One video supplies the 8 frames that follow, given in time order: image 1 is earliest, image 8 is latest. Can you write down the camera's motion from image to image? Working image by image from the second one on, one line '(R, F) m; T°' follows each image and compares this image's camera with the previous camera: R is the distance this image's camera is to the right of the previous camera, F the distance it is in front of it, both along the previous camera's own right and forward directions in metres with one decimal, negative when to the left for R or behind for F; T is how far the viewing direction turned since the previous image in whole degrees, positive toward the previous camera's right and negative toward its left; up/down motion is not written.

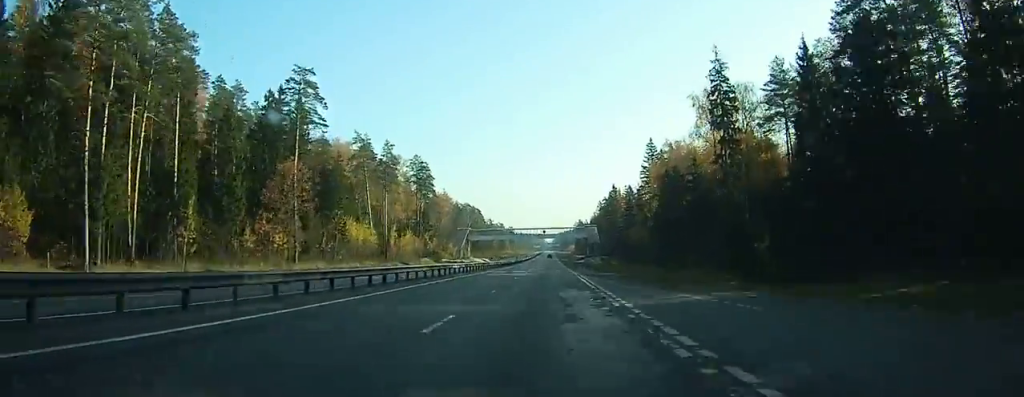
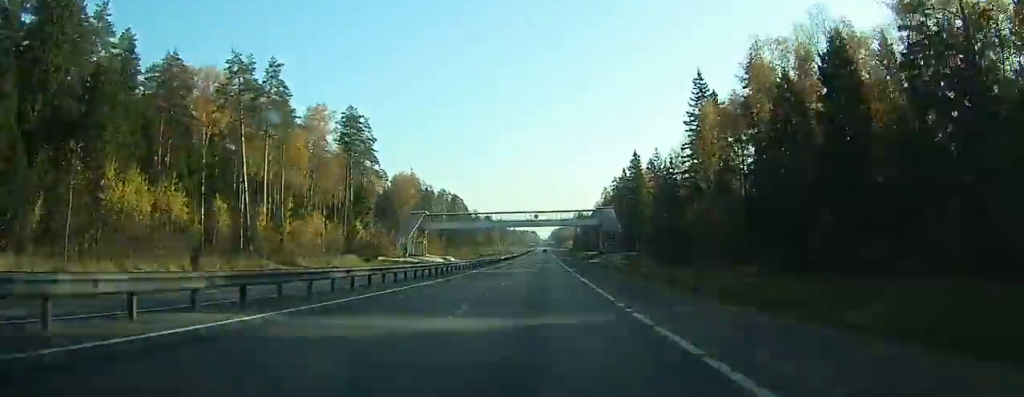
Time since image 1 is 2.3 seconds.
(+0.1, +57.5) m; 0°
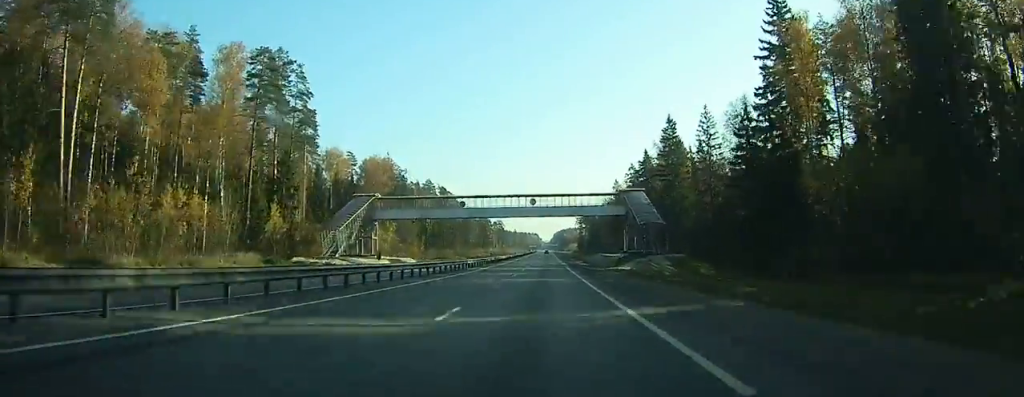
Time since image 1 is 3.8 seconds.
(+0.1, +36.4) m; 0°
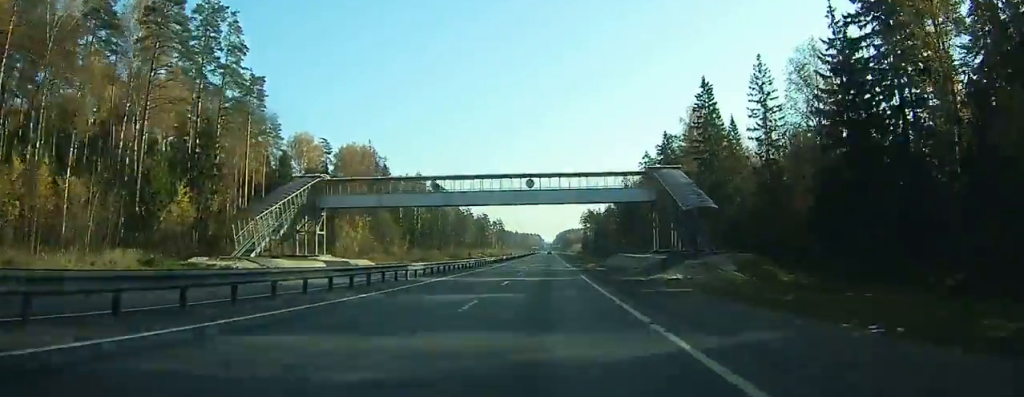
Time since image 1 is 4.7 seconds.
(0.0, +21.6) m; 0°
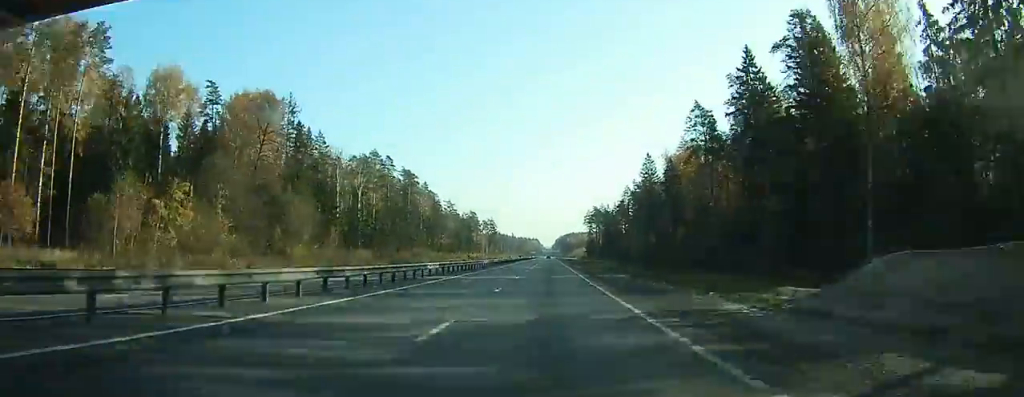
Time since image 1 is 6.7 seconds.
(+0.2, +52.2) m; 0°
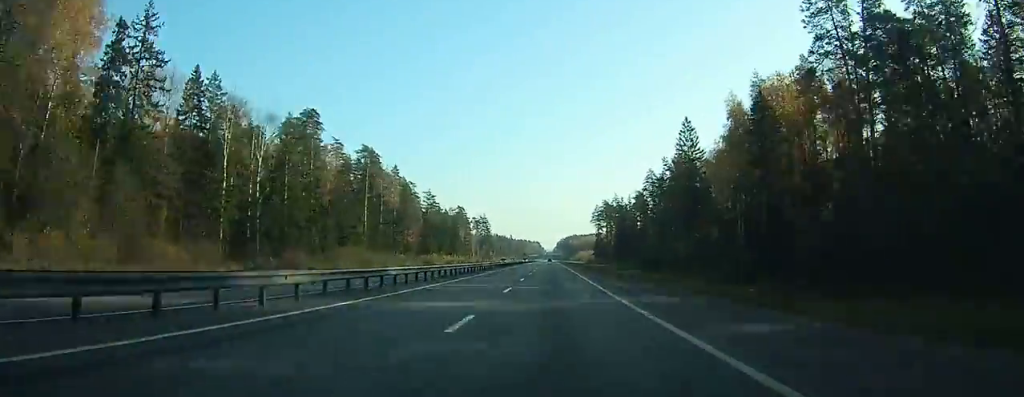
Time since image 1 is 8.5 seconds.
(0.0, +46.1) m; 0°
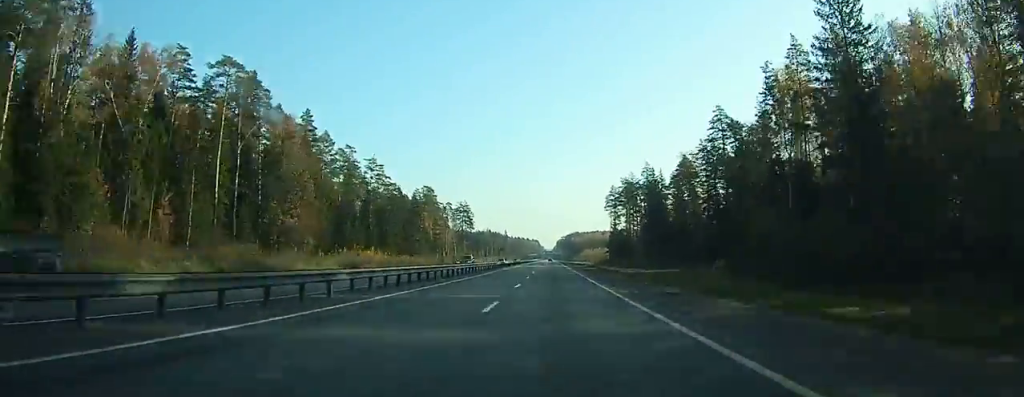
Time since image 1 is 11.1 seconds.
(-0.2, +67.8) m; 0°
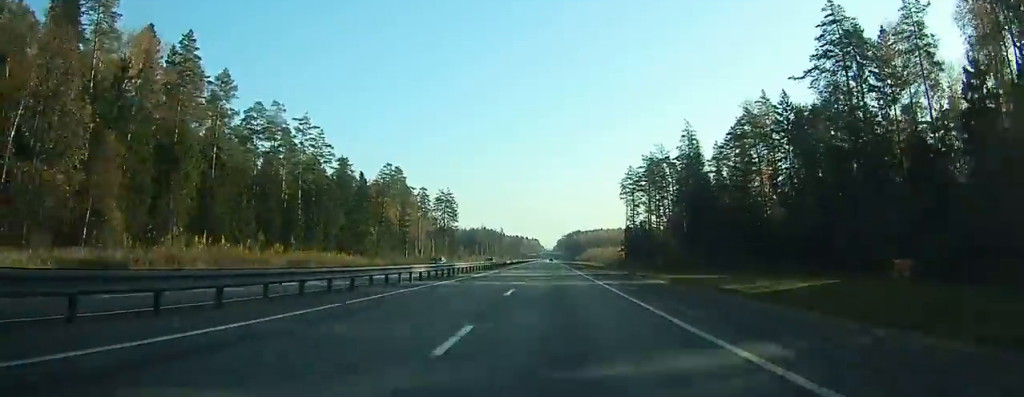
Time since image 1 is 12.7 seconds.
(-0.1, +42.2) m; 0°
